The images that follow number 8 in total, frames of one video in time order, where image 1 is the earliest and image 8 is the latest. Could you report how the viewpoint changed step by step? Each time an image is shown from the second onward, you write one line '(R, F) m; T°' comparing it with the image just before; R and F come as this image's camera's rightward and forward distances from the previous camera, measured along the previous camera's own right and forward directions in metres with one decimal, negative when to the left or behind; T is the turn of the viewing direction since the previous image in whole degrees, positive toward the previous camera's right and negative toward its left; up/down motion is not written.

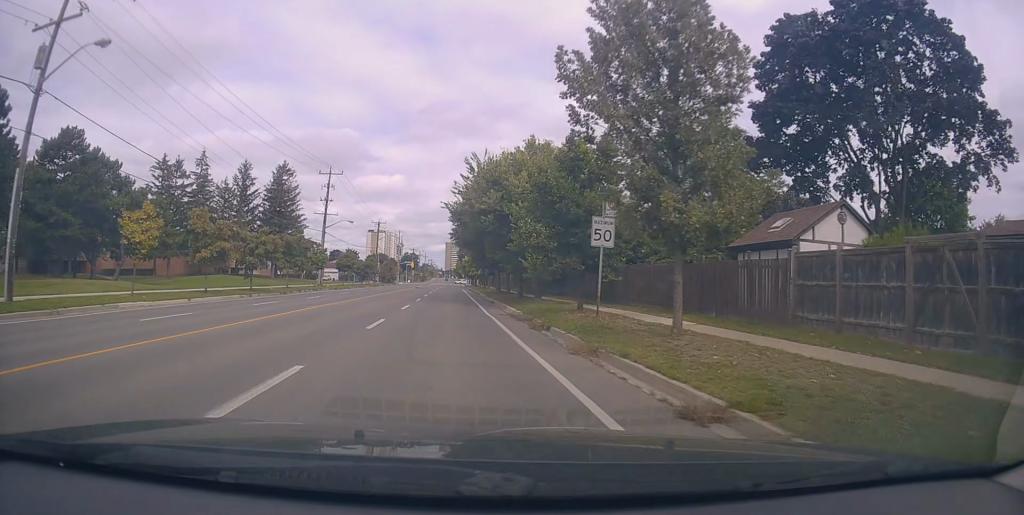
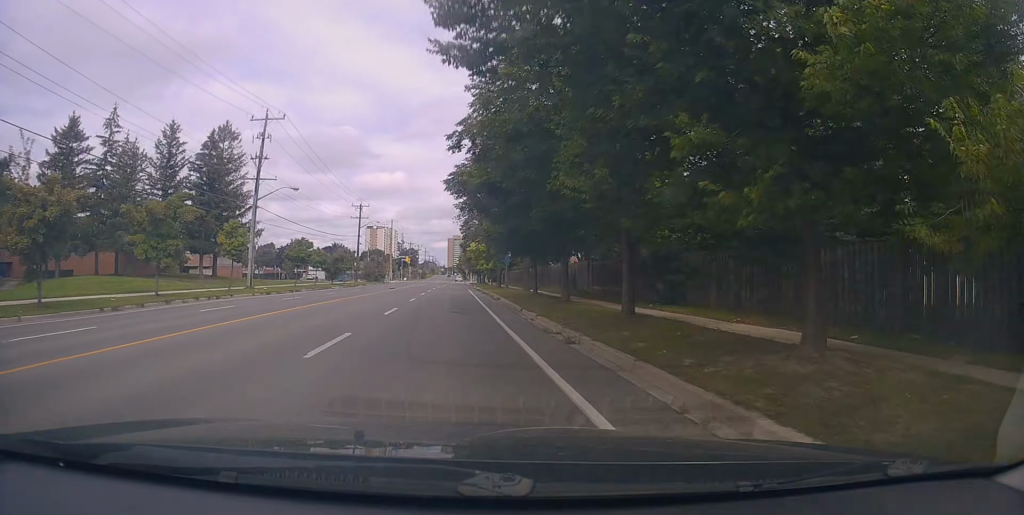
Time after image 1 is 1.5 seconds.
(0.0, +23.0) m; +1°
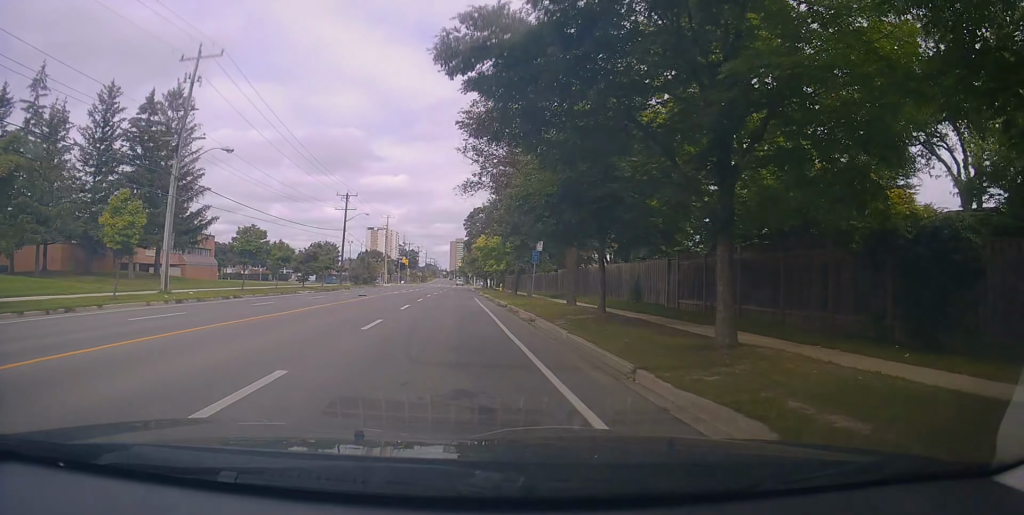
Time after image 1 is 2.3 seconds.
(+0.4, +13.5) m; -1°
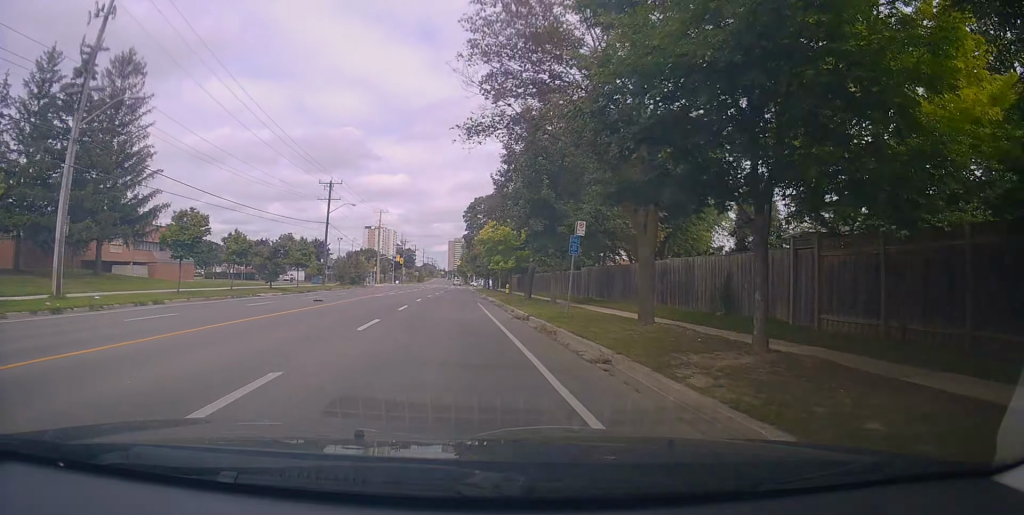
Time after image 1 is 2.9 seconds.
(-0.2, +9.2) m; -1°
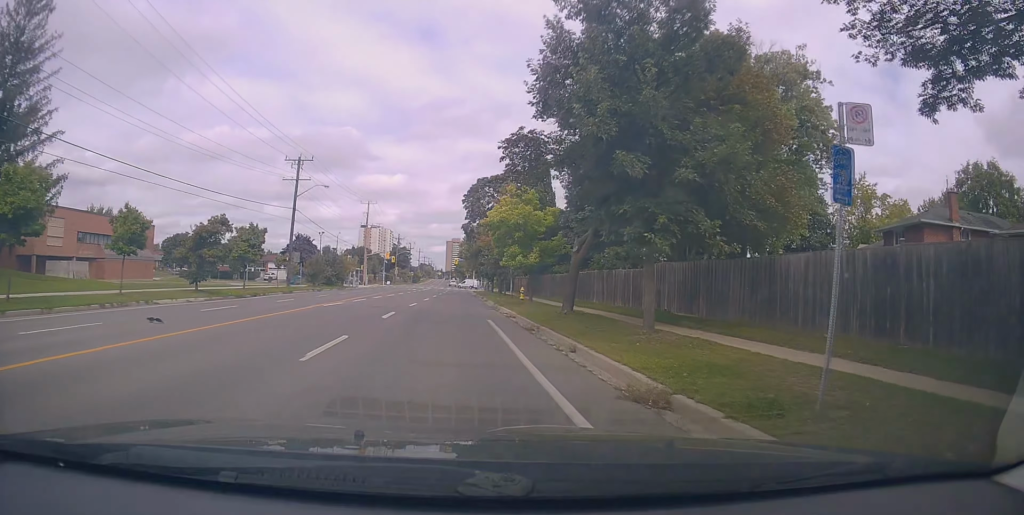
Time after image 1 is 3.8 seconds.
(-0.4, +13.1) m; 0°
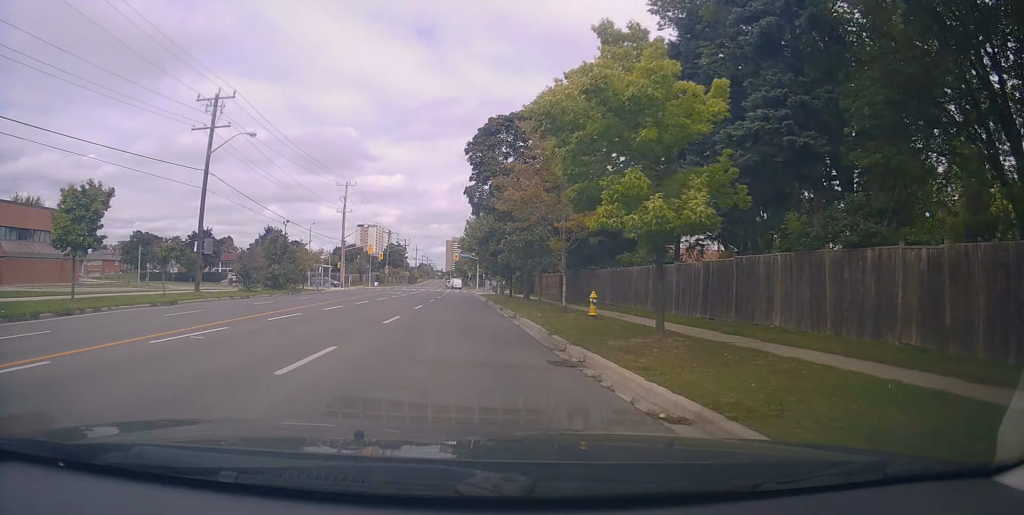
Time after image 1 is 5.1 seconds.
(+0.4, +19.8) m; +1°
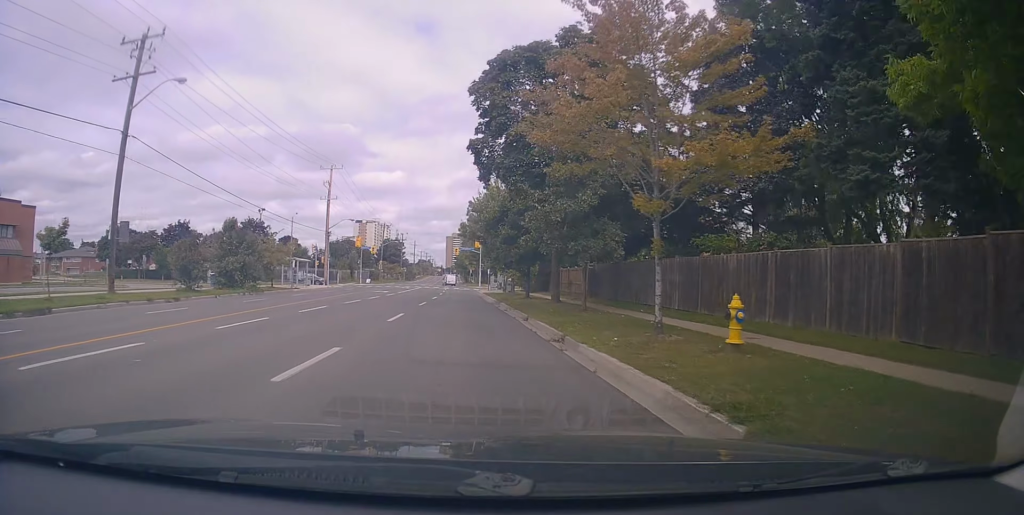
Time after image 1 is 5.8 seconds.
(0.0, +9.8) m; 0°
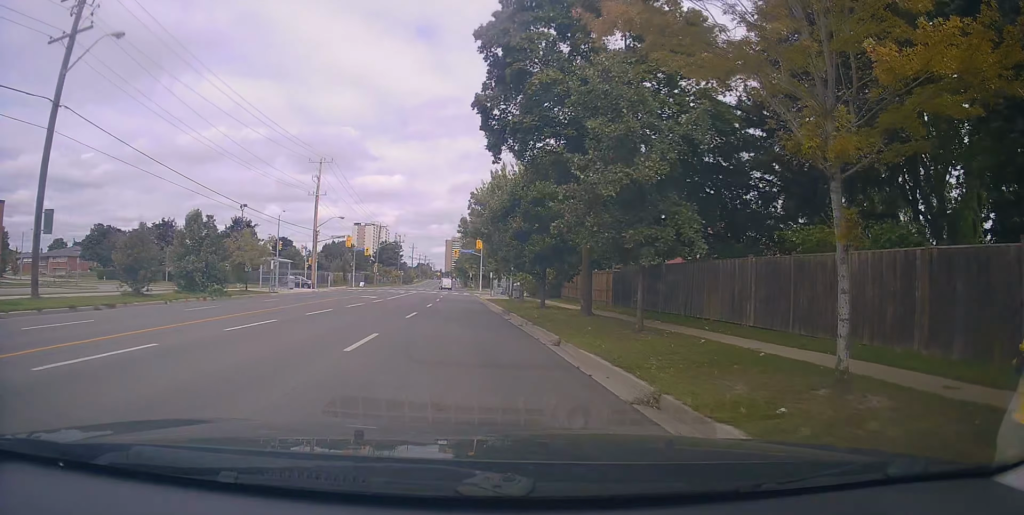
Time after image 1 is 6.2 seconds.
(+0.2, +5.8) m; 0°
